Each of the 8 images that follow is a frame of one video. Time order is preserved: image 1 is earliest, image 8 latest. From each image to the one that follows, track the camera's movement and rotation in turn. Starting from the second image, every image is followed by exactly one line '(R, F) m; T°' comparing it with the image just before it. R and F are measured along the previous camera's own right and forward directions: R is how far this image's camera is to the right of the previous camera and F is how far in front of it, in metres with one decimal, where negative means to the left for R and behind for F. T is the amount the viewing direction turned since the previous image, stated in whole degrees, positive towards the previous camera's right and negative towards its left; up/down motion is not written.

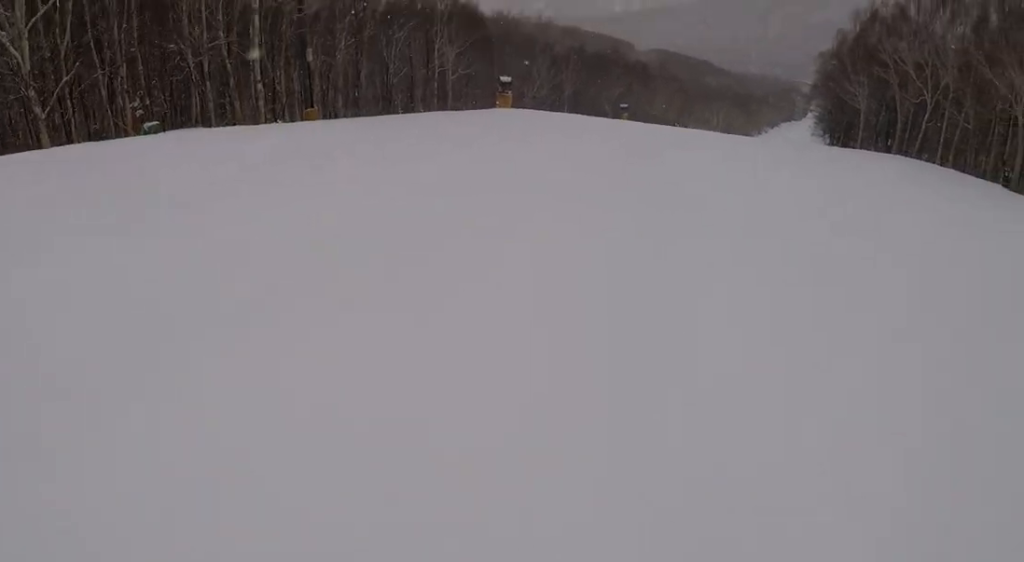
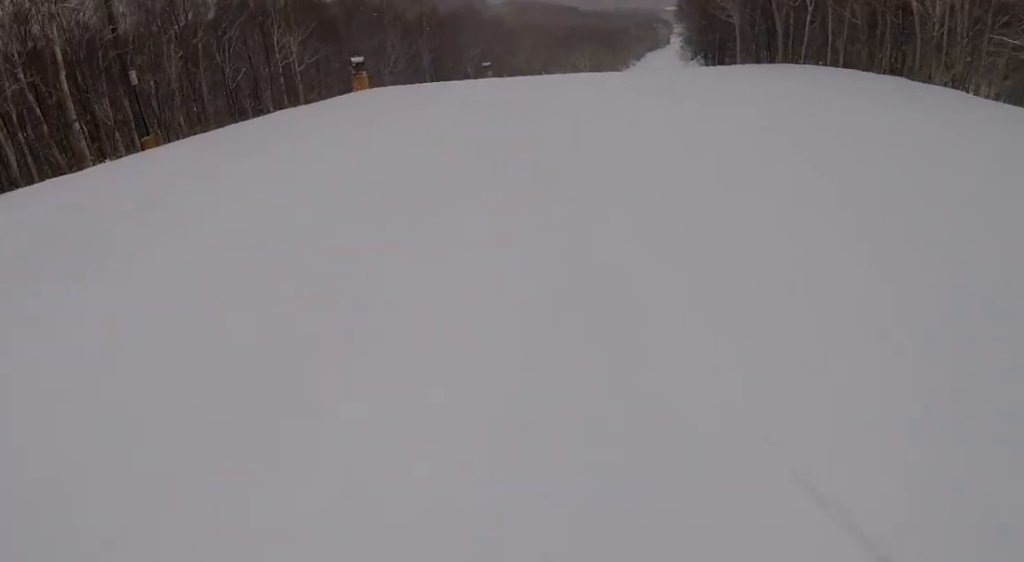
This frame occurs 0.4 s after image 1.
(+0.2, +3.5) m; +2°
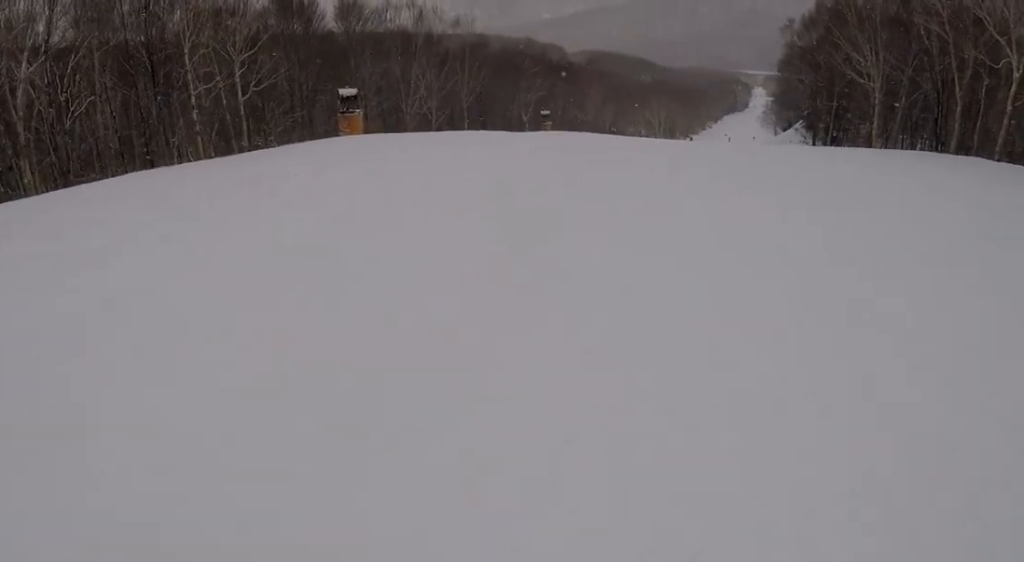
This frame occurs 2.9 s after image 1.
(-2.6, +19.0) m; -11°
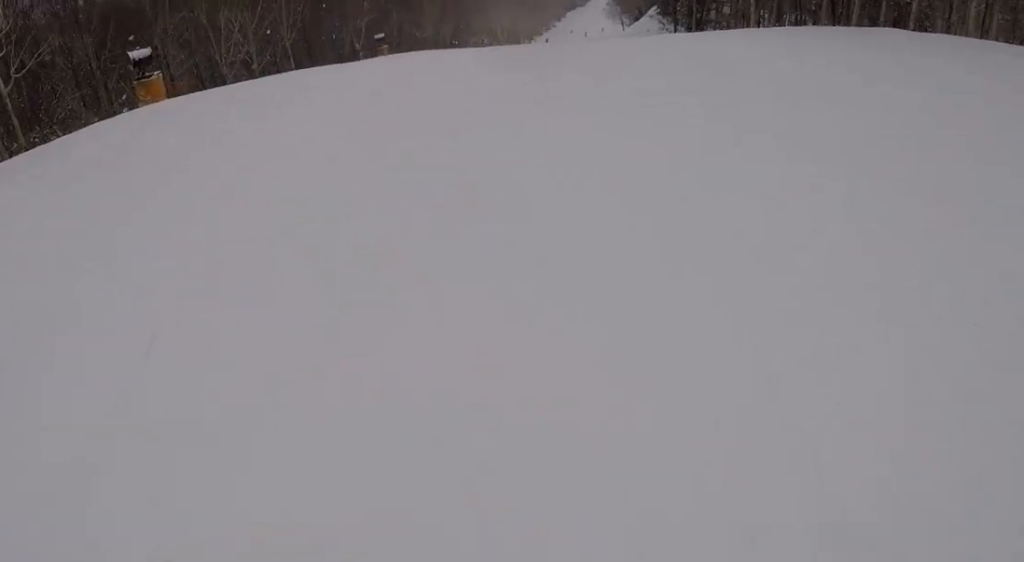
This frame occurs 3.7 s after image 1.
(+0.5, +5.4) m; +6°
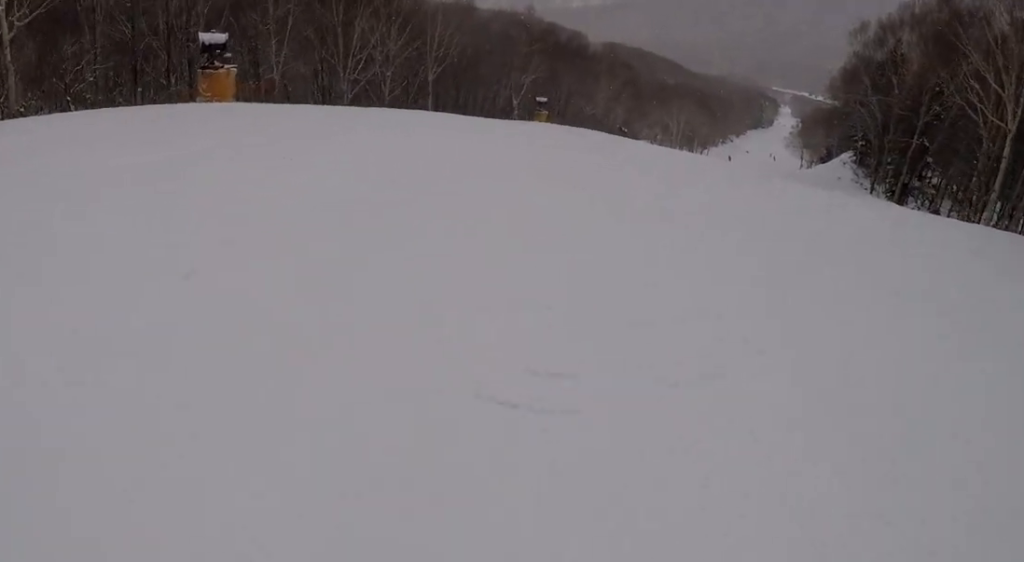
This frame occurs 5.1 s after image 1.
(+0.9, +10.3) m; +3°
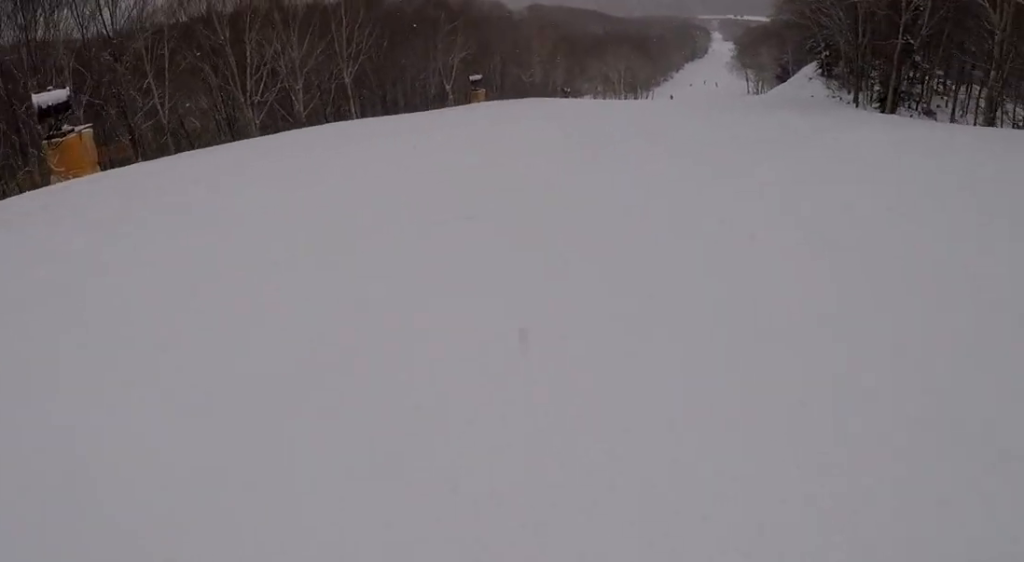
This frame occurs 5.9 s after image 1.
(0.0, +6.8) m; 0°
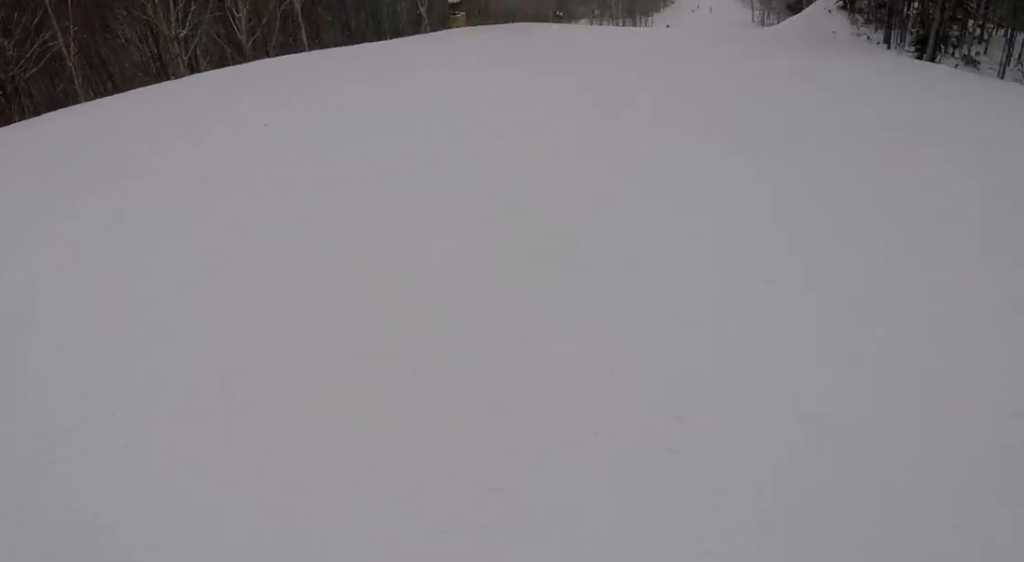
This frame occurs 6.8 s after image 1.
(0.0, +6.6) m; -6°
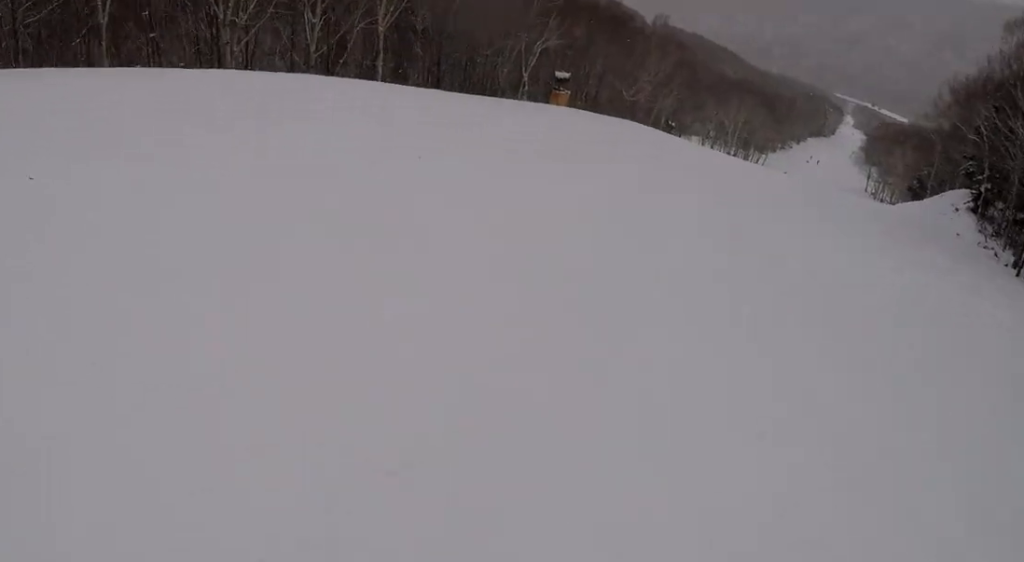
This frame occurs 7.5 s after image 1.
(-0.3, +5.7) m; -4°
